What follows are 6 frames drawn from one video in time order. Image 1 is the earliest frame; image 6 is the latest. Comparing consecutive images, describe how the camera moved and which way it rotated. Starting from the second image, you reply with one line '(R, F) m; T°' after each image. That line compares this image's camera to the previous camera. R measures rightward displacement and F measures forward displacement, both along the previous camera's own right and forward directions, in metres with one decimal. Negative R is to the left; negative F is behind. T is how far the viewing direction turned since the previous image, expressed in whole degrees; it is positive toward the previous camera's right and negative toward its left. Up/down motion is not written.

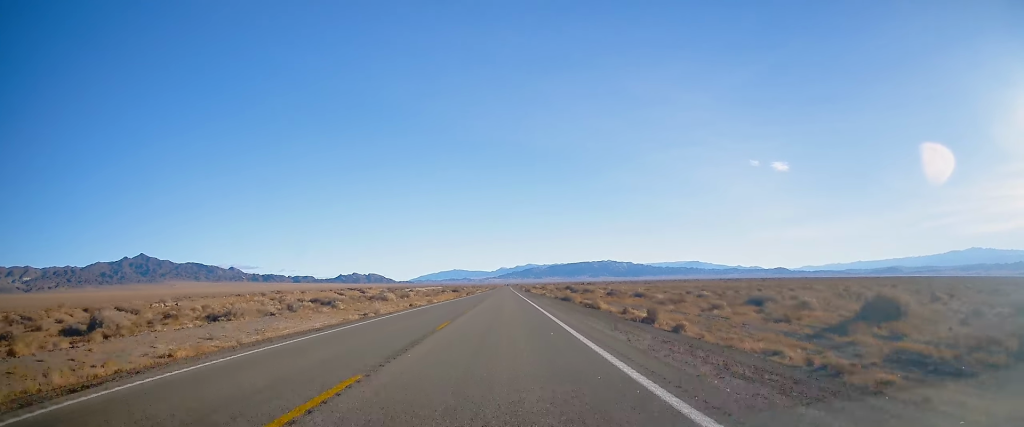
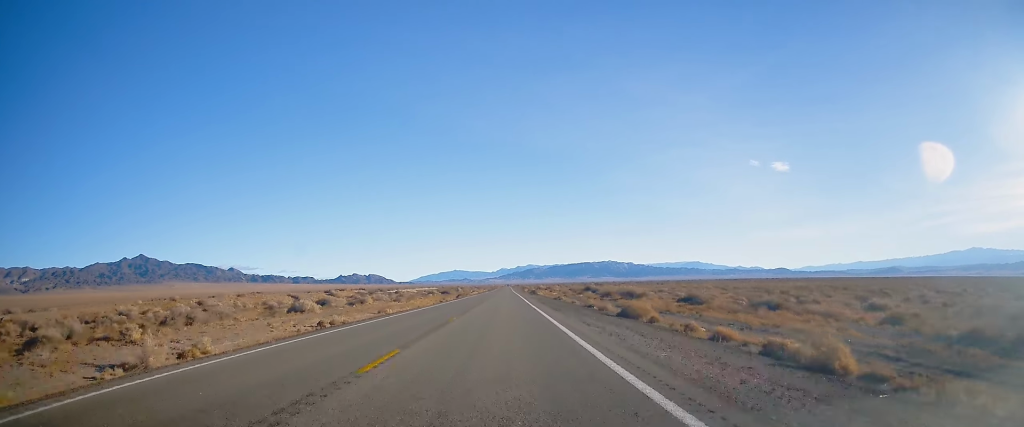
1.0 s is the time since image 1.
(+0.4, +33.0) m; +1°
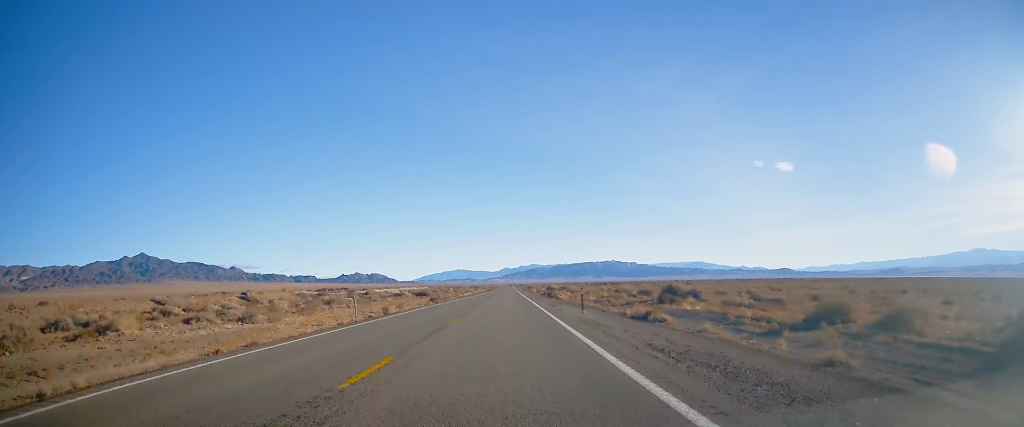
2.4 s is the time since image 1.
(0.0, +50.2) m; -1°
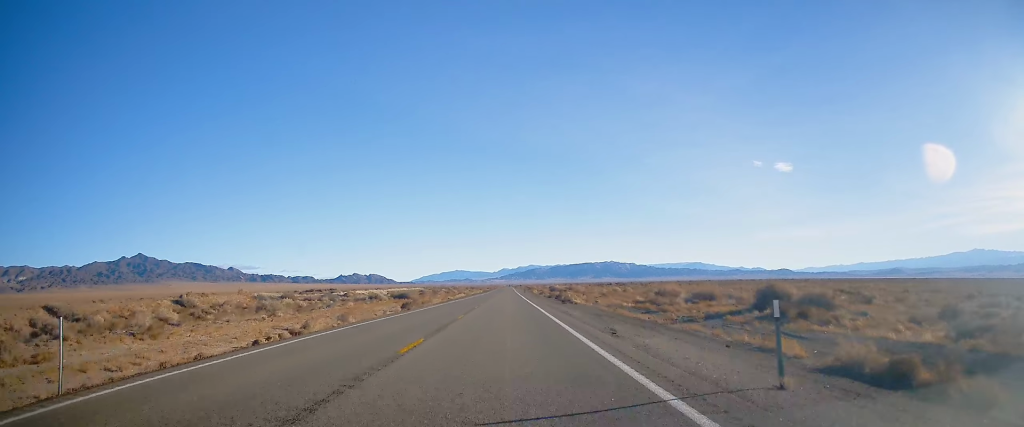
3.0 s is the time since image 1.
(-0.2, +20.5) m; 0°
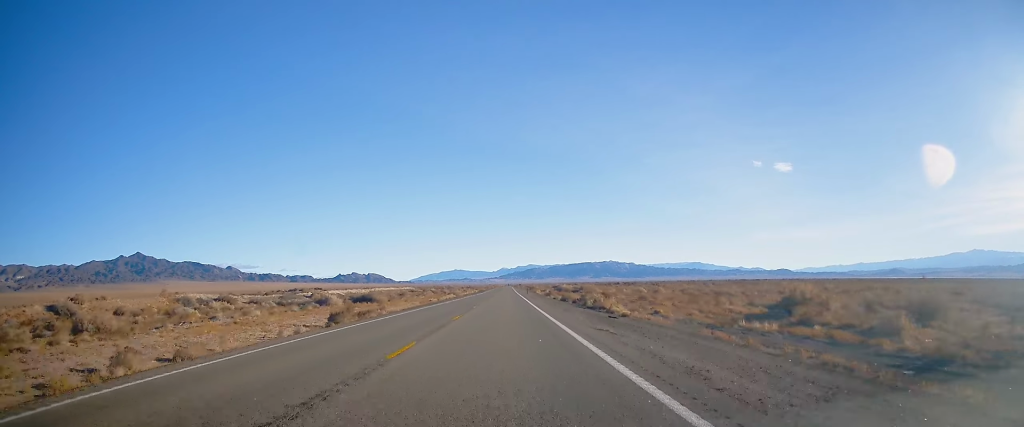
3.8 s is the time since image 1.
(-0.3, +25.2) m; 0°
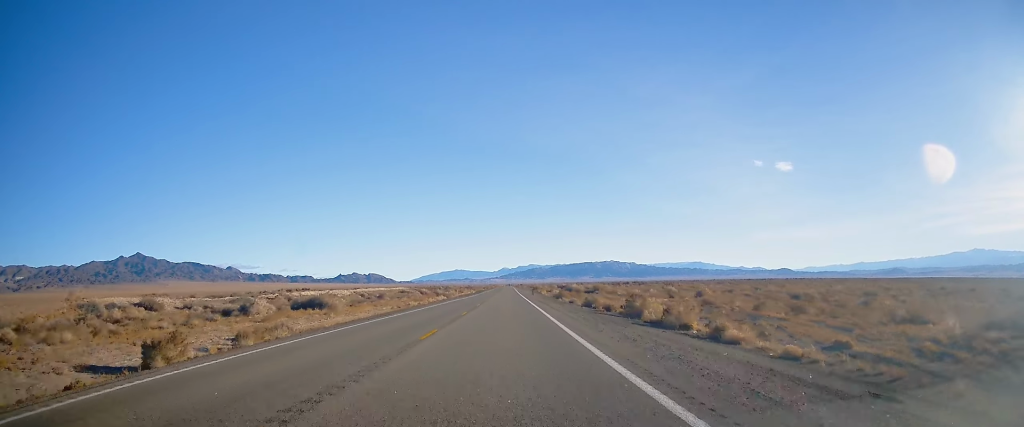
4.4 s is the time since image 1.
(+0.2, +20.7) m; 0°
